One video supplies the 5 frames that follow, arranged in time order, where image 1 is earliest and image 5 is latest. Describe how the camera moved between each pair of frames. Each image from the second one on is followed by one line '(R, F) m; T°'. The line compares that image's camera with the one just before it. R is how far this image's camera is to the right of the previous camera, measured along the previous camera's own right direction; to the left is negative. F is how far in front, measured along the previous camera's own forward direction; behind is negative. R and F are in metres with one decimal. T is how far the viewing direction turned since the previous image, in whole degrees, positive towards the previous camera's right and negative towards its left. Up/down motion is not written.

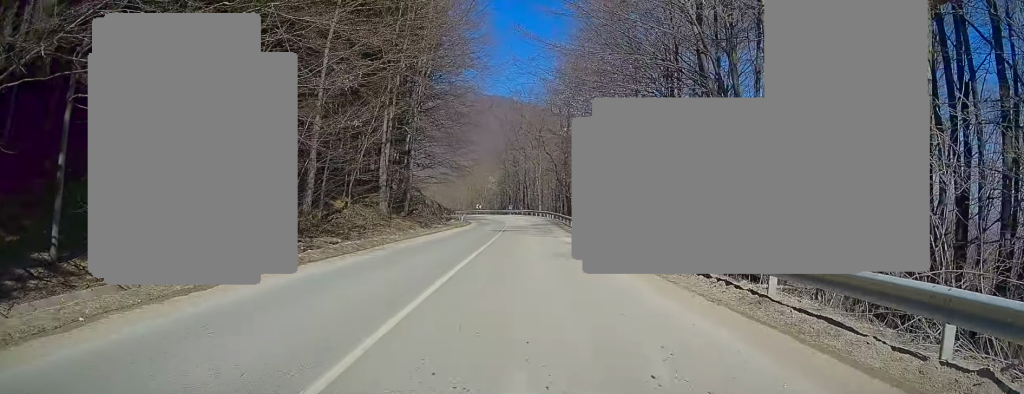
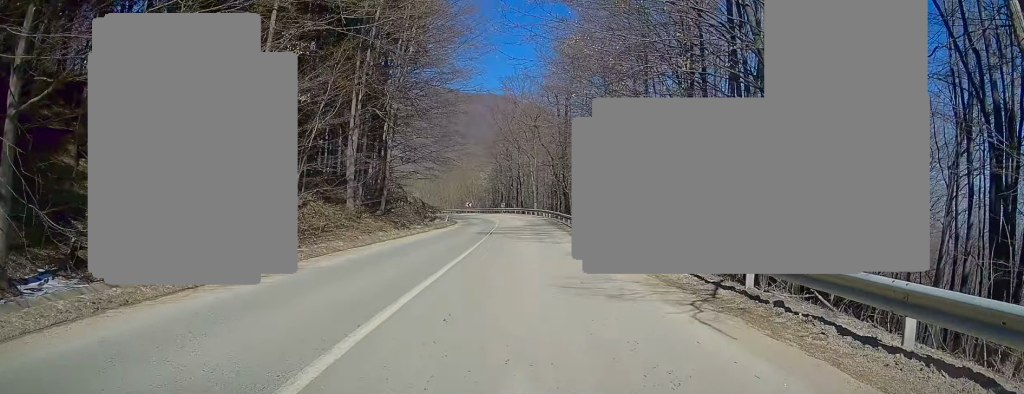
(0.0, +7.4) m; +1°
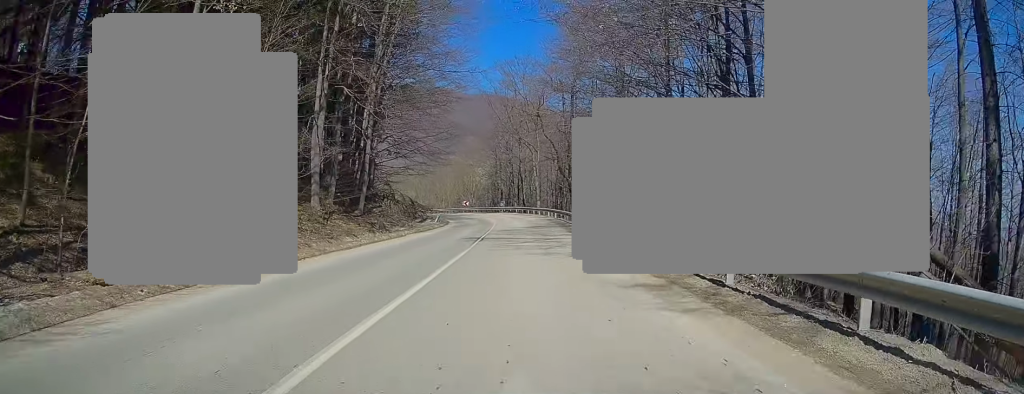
(+0.1, +7.3) m; 0°
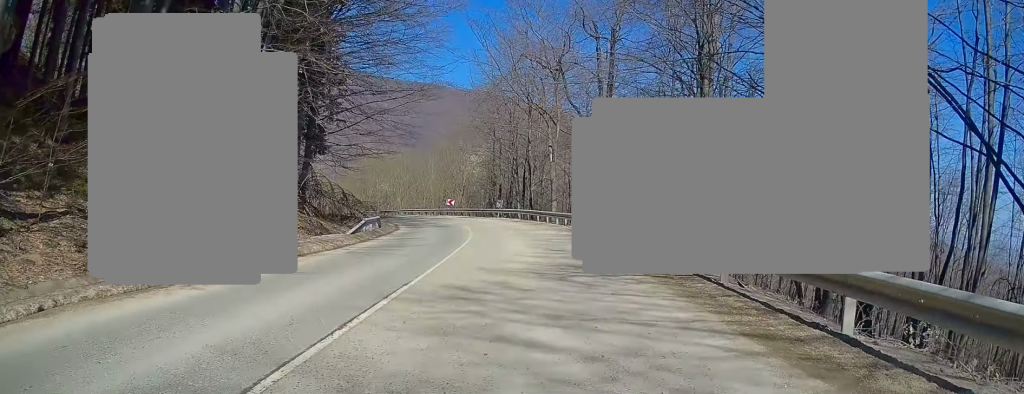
(-0.5, +23.3) m; -4°
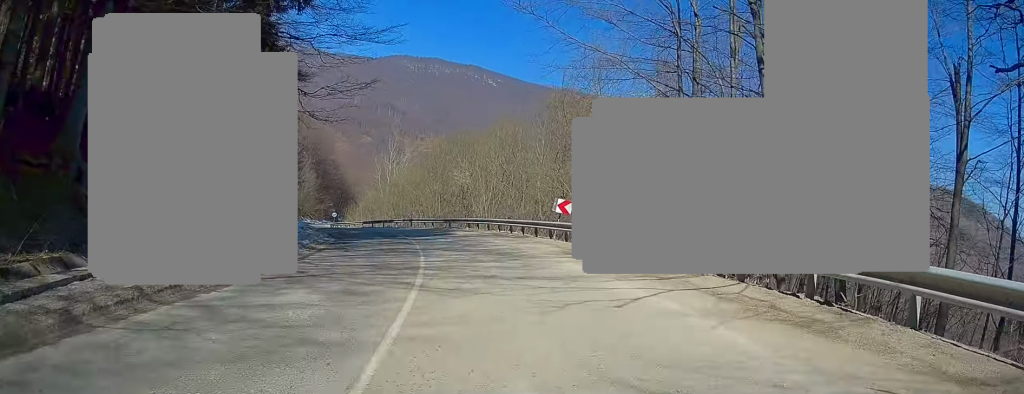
(-2.5, +34.8) m; -12°
